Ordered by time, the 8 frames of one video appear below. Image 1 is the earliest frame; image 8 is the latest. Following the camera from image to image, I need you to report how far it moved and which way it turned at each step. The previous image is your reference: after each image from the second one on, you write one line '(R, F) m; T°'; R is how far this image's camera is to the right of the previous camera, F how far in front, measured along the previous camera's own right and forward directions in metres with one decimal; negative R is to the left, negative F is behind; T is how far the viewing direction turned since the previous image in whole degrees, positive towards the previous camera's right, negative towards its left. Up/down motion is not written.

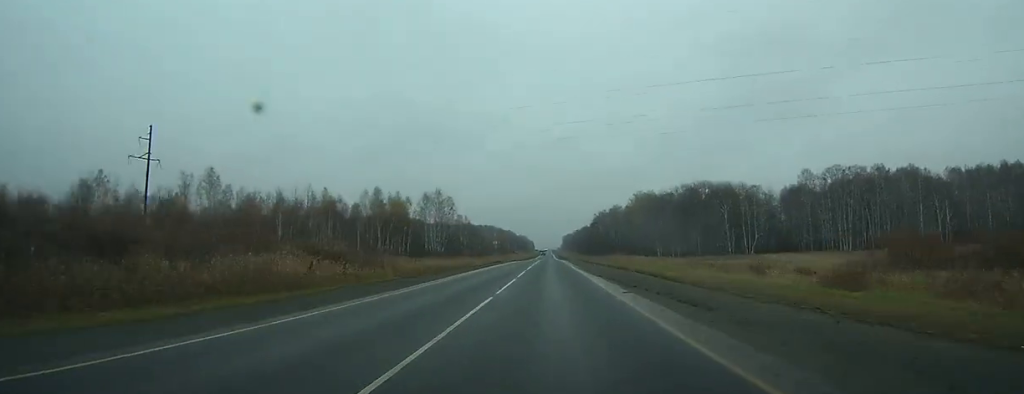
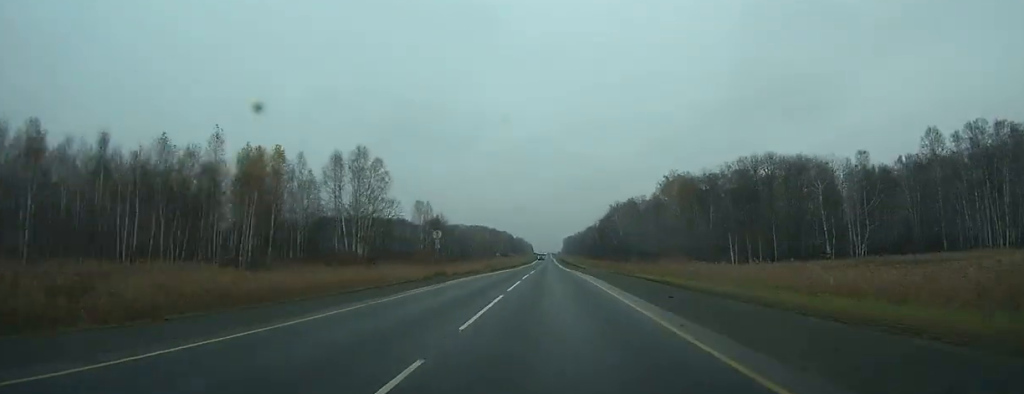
(-0.1, +56.0) m; 0°
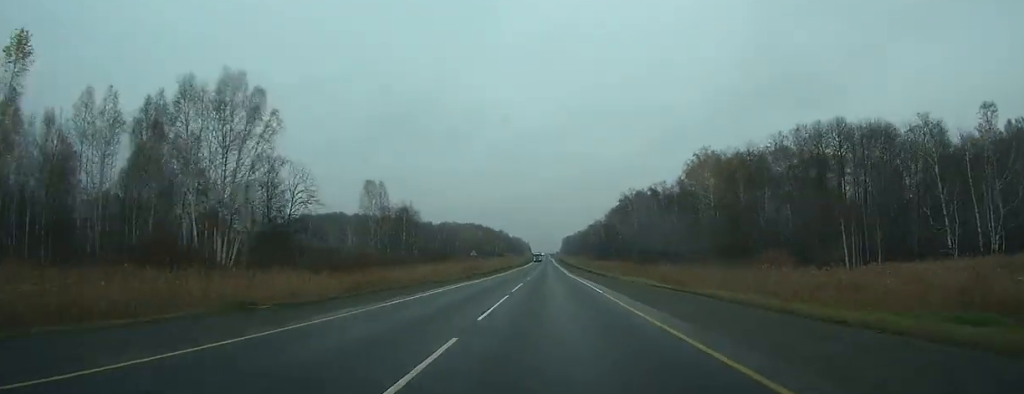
(-0.2, +33.5) m; 0°
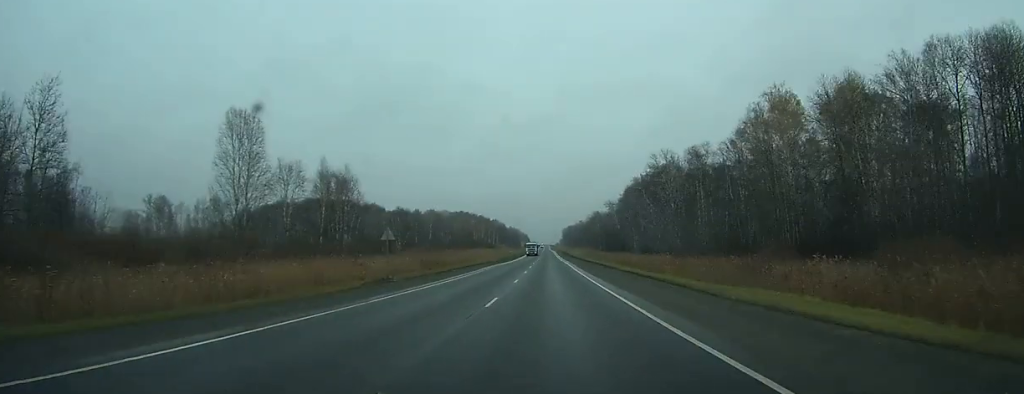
(-0.1, +39.9) m; 0°
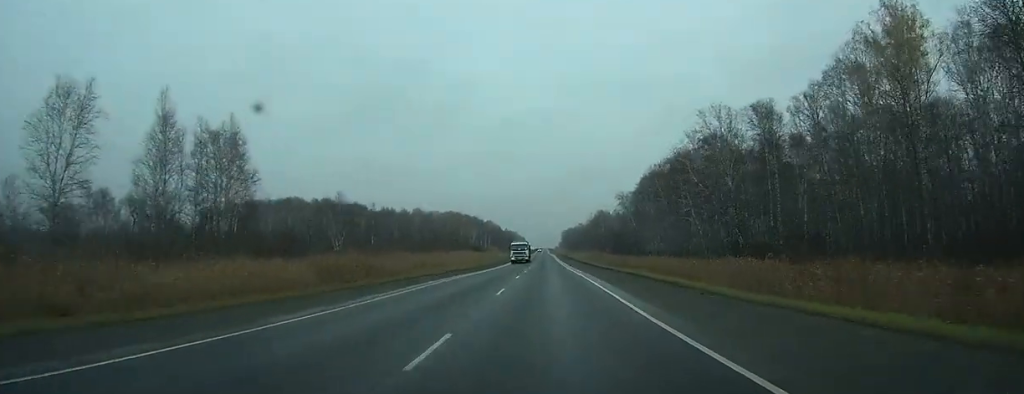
(0.0, +31.8) m; 0°
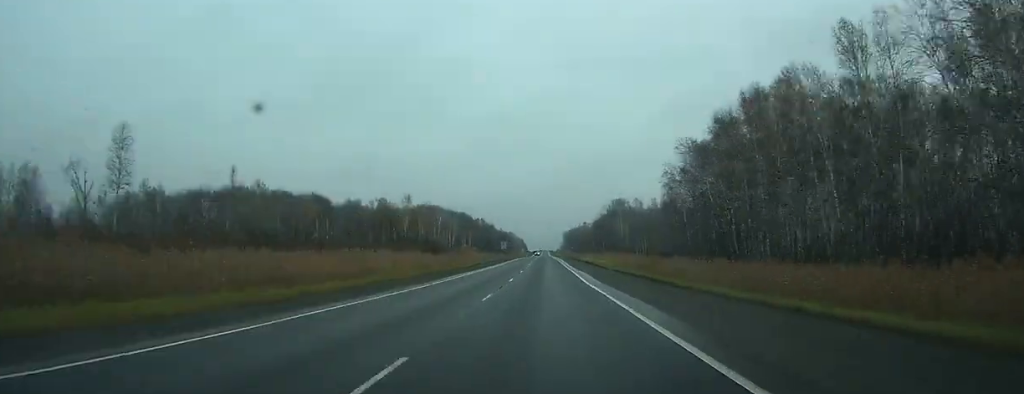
(0.0, +61.7) m; 0°
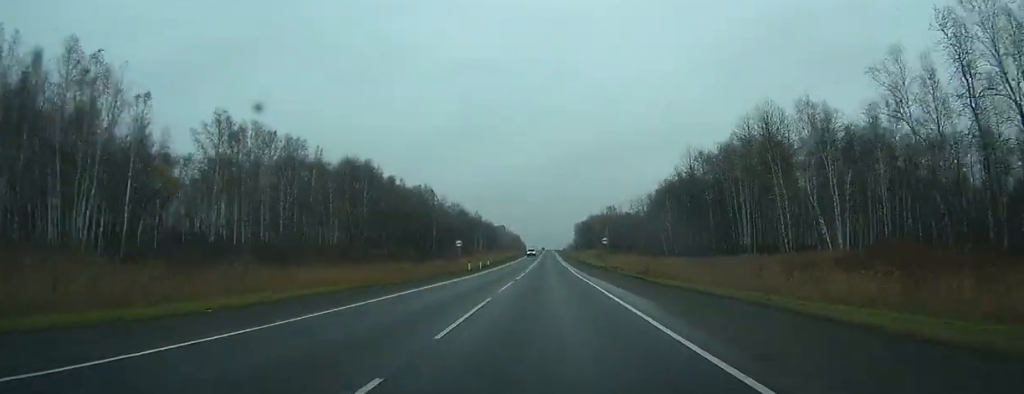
(-0.5, +186.6) m; 0°
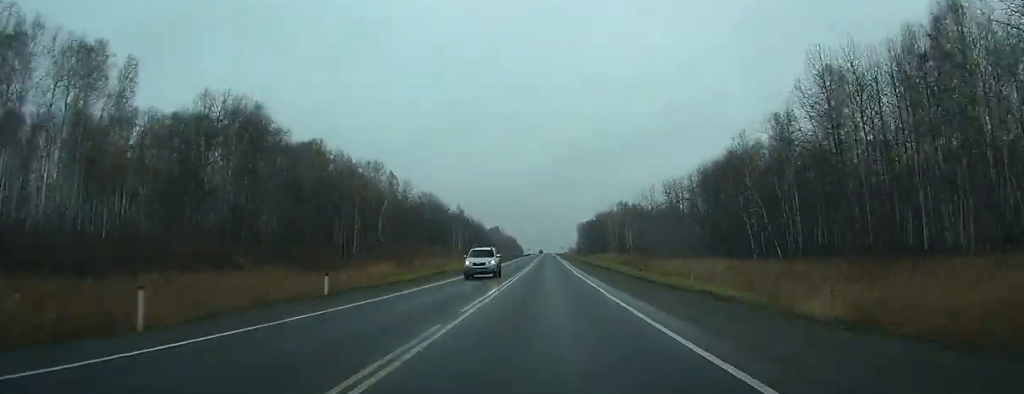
(0.0, +57.8) m; 0°
